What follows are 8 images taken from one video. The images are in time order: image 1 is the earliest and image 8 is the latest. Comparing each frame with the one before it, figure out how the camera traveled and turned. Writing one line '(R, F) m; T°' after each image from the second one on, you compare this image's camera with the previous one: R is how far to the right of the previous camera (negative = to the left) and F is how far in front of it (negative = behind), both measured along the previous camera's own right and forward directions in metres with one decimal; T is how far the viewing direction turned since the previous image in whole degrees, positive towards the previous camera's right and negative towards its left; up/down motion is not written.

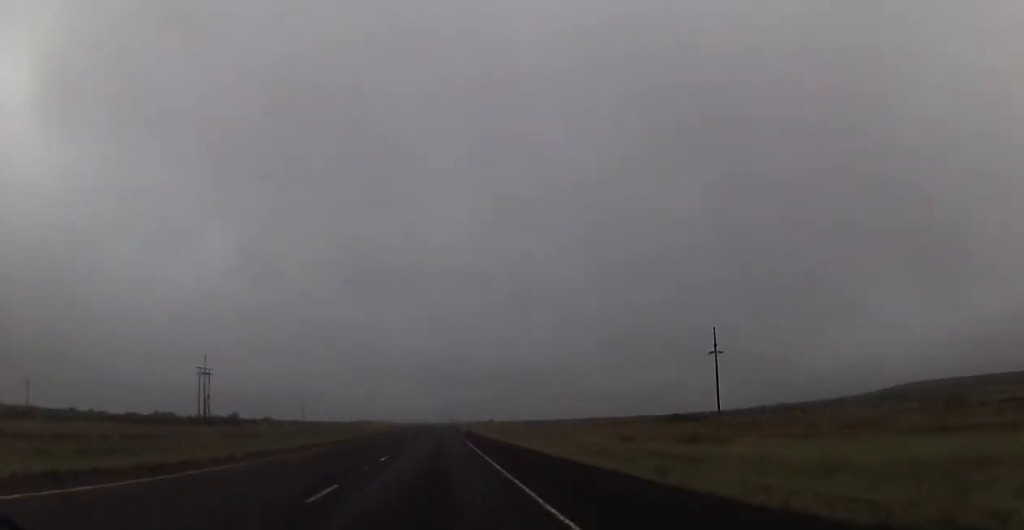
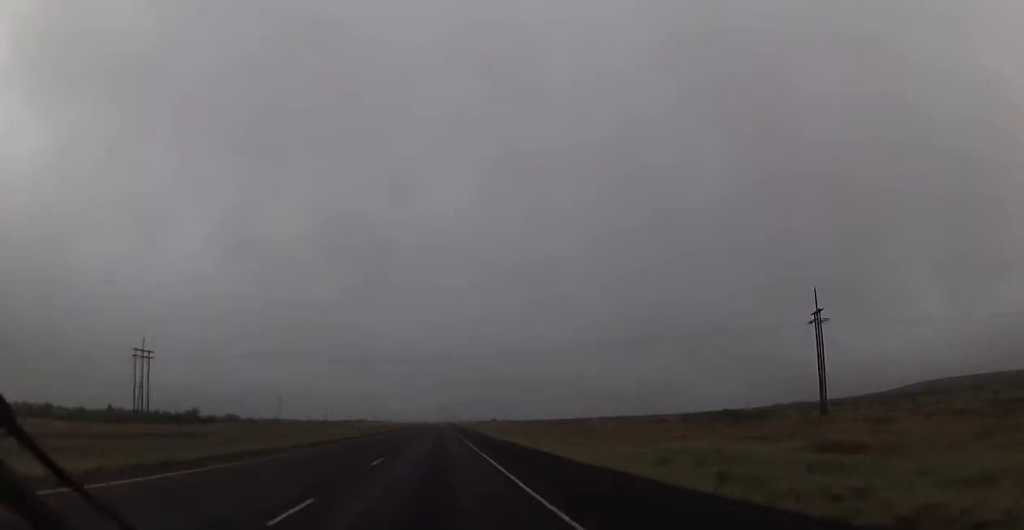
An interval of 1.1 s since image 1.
(-0.3, +39.5) m; 0°
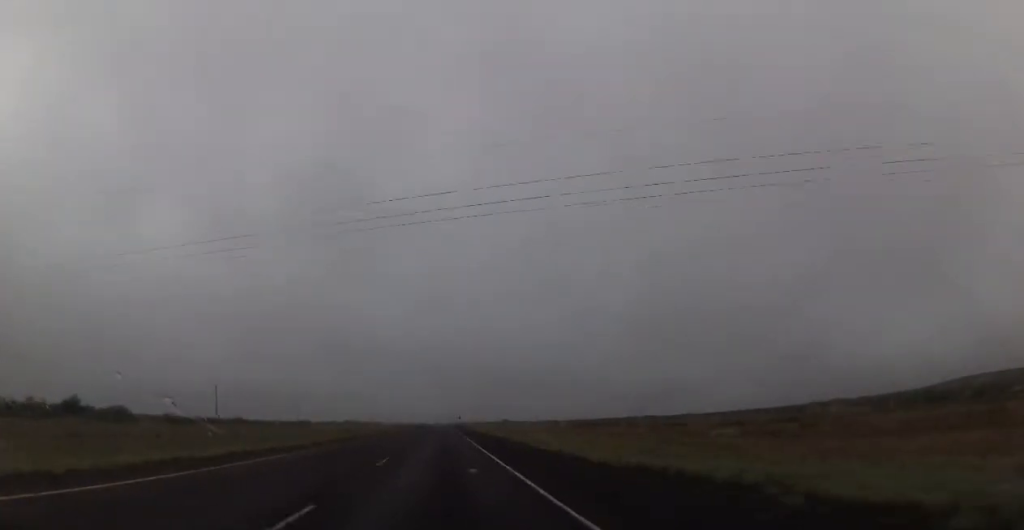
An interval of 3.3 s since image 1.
(0.0, +74.3) m; 0°
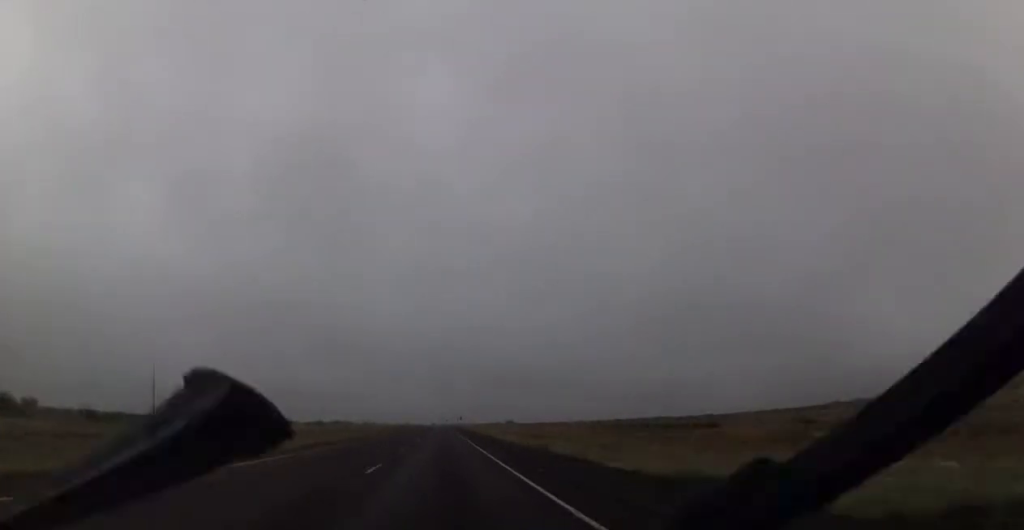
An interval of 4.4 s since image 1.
(+0.6, +39.5) m; 0°
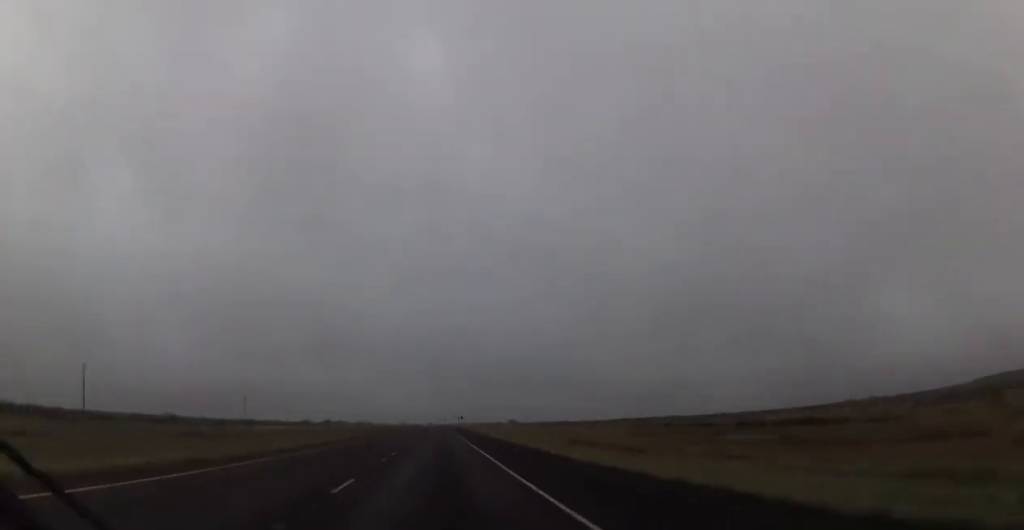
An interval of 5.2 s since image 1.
(-0.6, +29.0) m; 0°
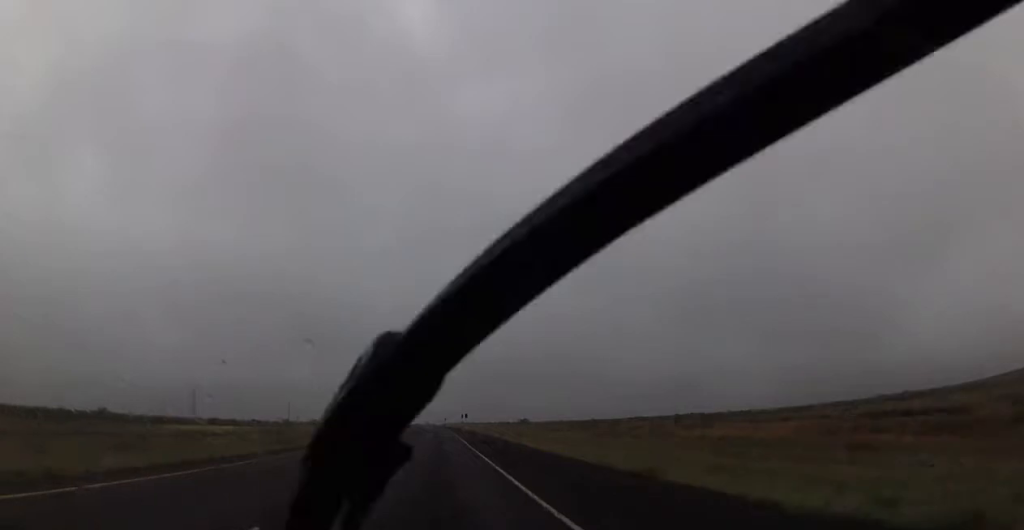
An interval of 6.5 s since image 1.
(+0.6, +44.1) m; 0°
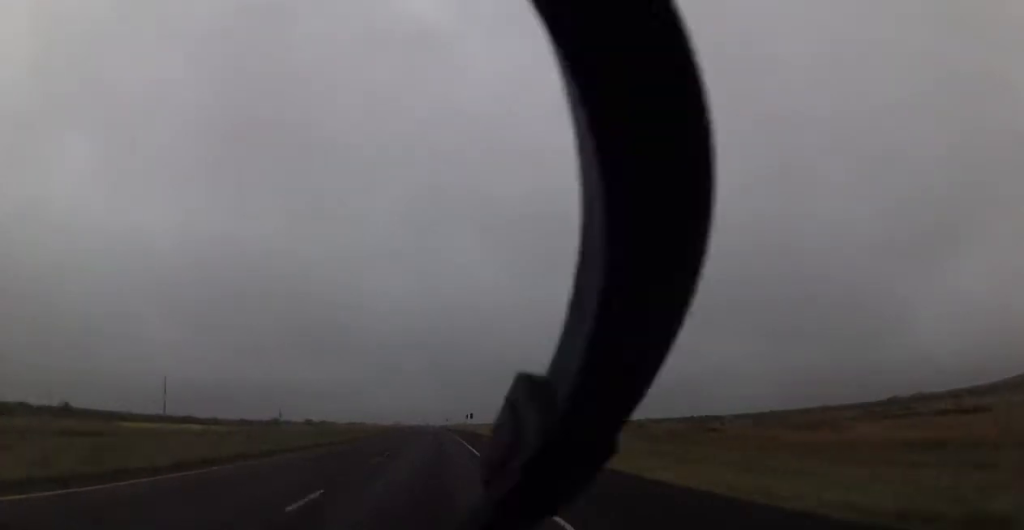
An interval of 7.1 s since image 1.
(-0.1, +19.7) m; -1°
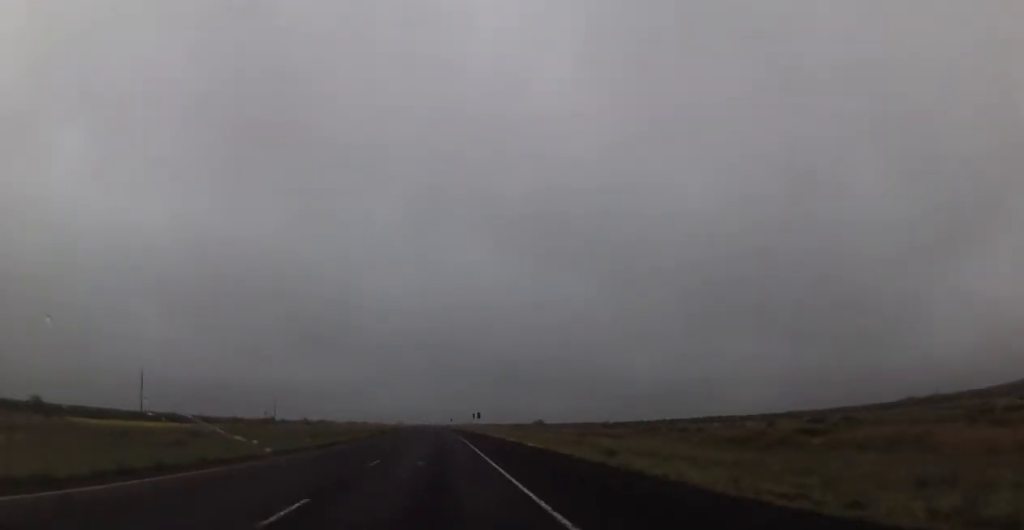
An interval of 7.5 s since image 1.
(-0.1, +13.9) m; 0°
